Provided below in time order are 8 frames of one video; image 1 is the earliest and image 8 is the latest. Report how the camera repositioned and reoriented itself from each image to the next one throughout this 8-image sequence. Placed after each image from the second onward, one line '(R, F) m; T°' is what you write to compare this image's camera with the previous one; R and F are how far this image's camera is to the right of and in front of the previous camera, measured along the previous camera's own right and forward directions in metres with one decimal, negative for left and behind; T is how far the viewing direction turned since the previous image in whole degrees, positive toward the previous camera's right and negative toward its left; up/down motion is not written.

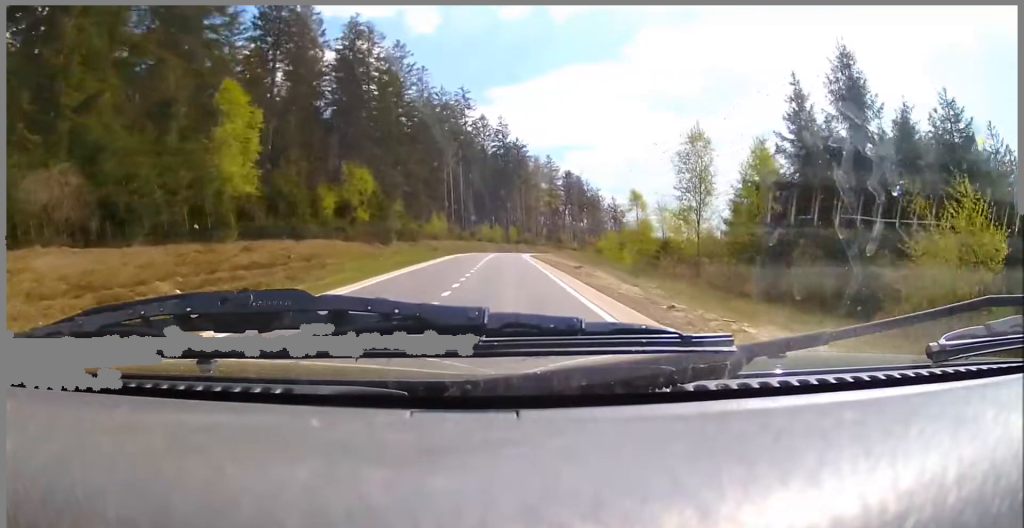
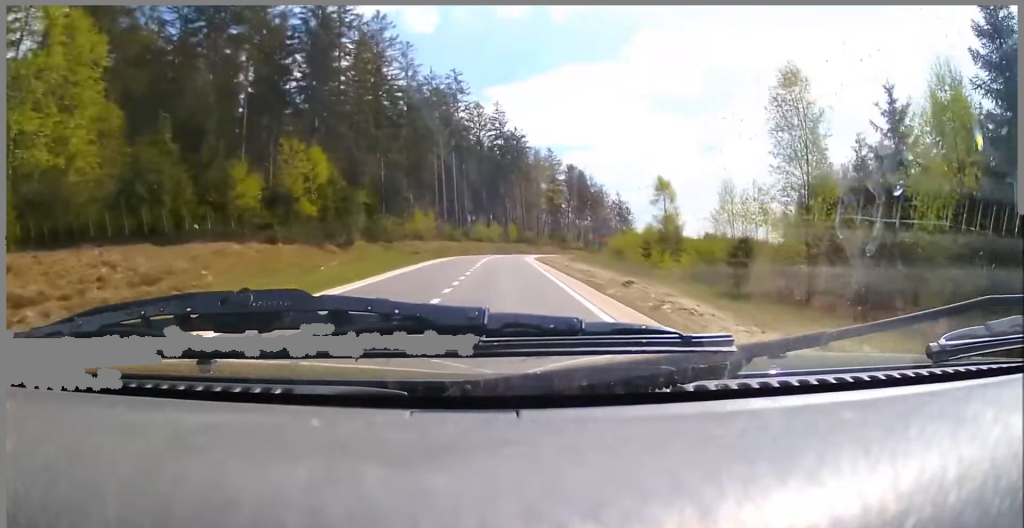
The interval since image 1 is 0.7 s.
(-0.2, +12.2) m; -1°
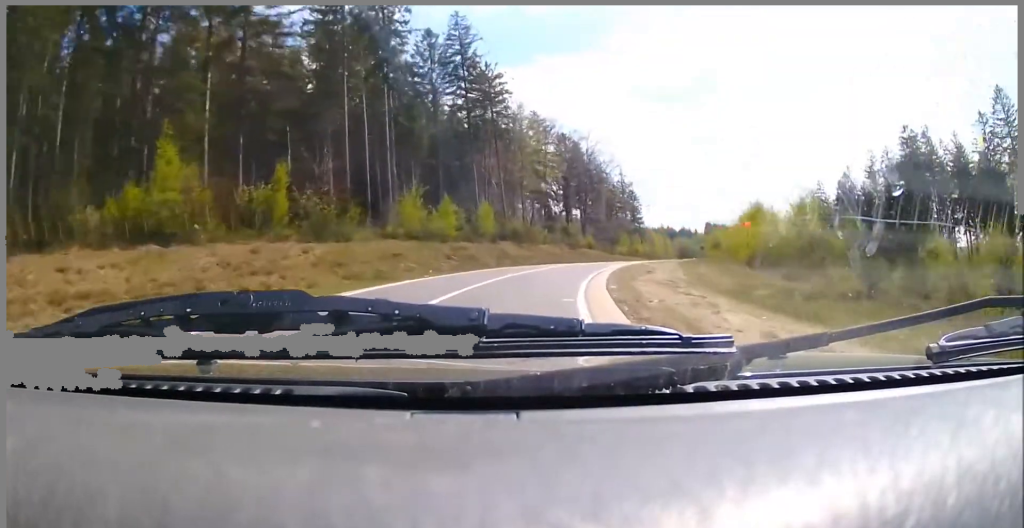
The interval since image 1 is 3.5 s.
(+1.4, +45.0) m; +5°
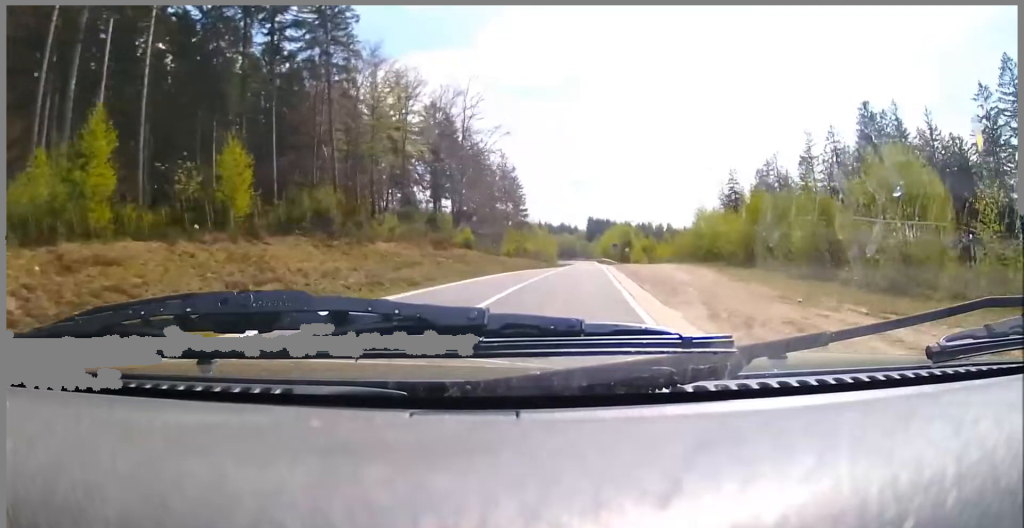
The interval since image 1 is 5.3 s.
(+2.9, +28.5) m; +14°
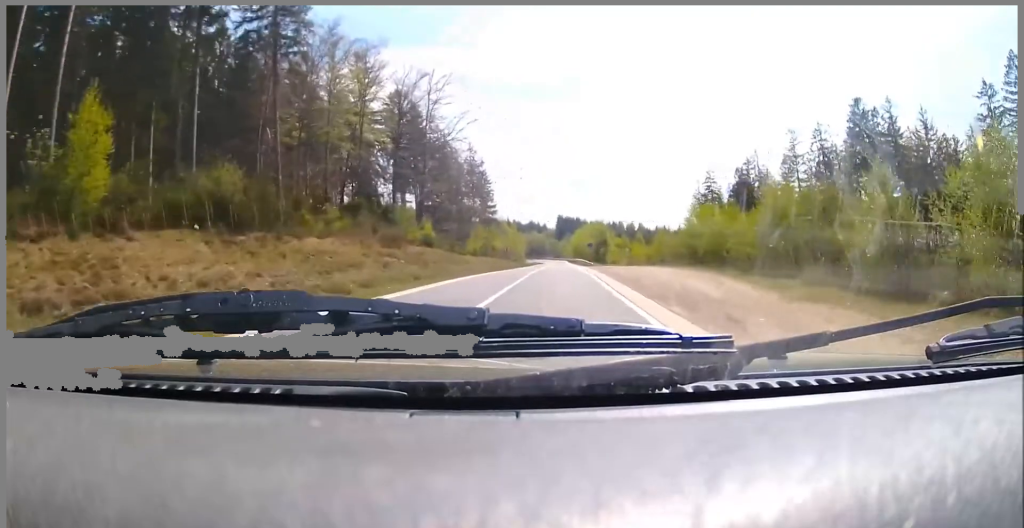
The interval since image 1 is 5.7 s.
(+0.3, +6.6) m; +4°
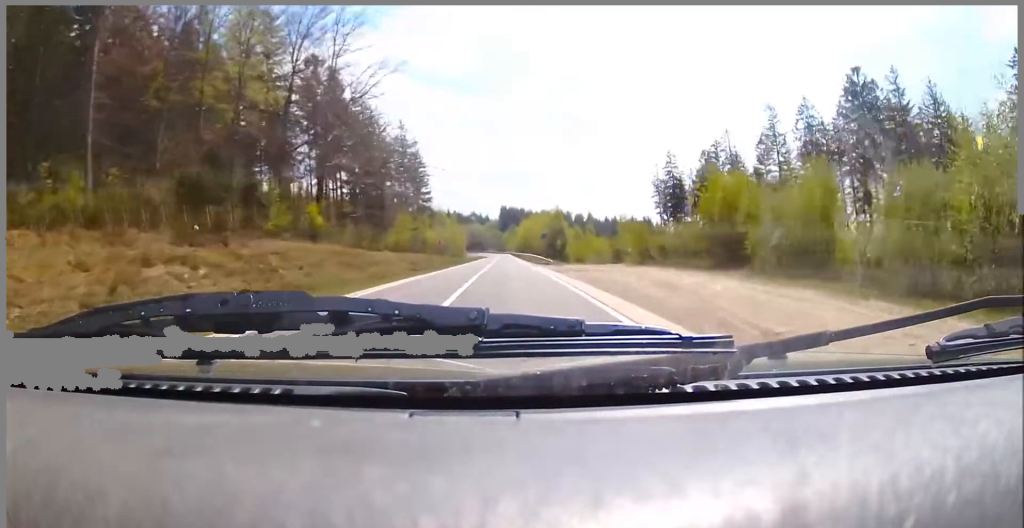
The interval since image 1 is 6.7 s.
(+0.6, +16.4) m; +2°
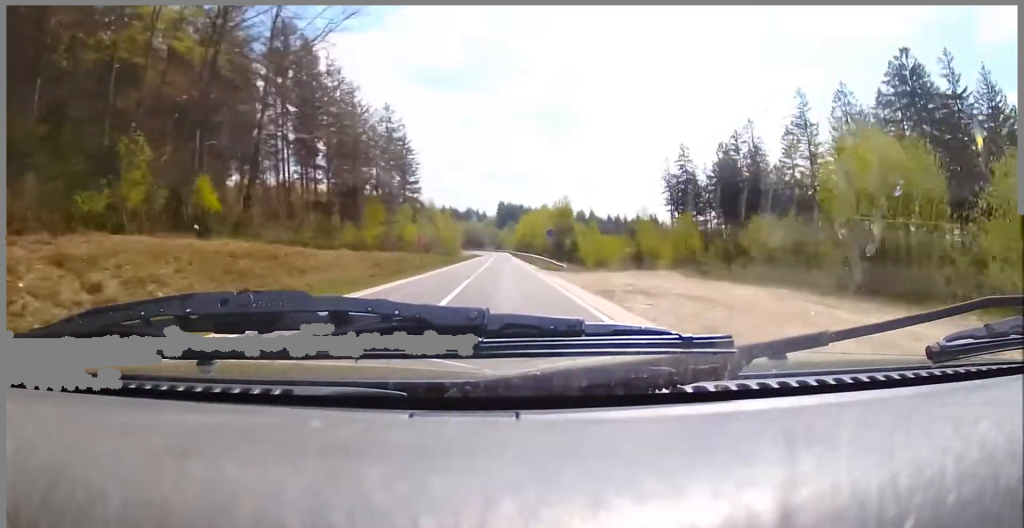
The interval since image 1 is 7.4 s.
(0.0, +12.2) m; 0°
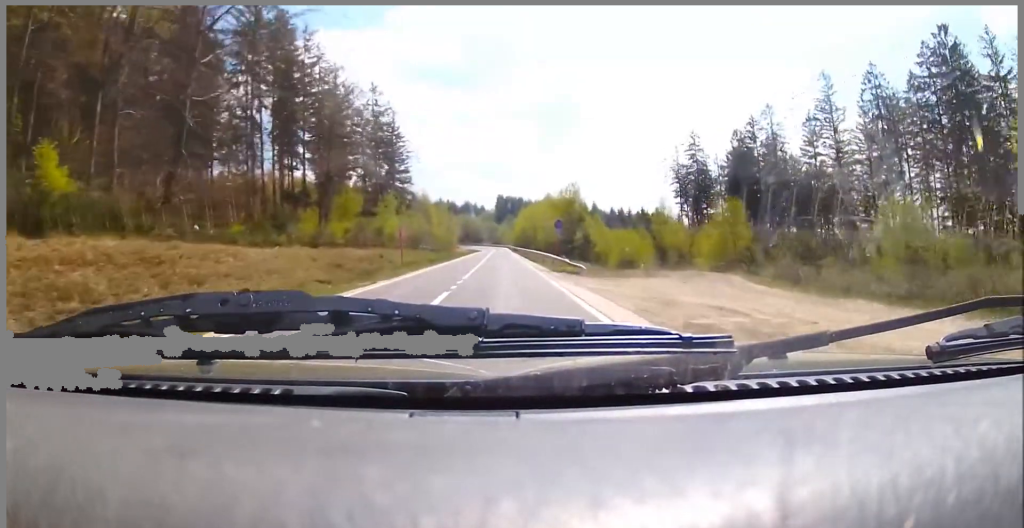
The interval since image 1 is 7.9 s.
(0.0, +8.5) m; 0°
